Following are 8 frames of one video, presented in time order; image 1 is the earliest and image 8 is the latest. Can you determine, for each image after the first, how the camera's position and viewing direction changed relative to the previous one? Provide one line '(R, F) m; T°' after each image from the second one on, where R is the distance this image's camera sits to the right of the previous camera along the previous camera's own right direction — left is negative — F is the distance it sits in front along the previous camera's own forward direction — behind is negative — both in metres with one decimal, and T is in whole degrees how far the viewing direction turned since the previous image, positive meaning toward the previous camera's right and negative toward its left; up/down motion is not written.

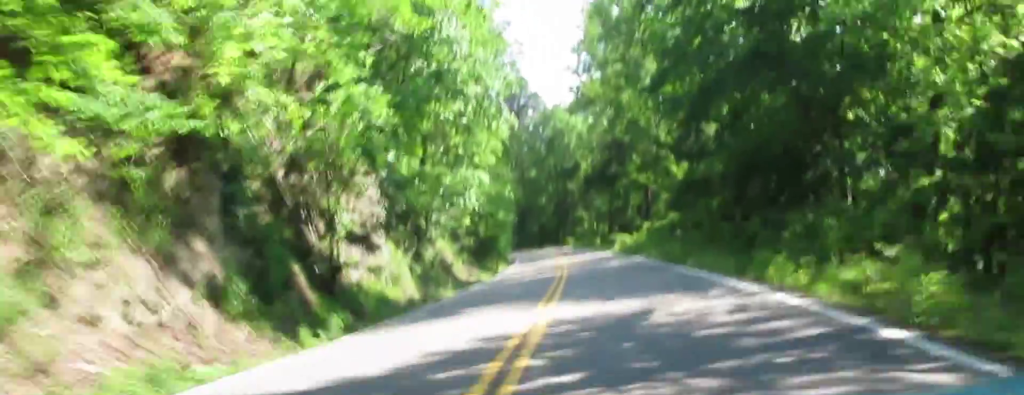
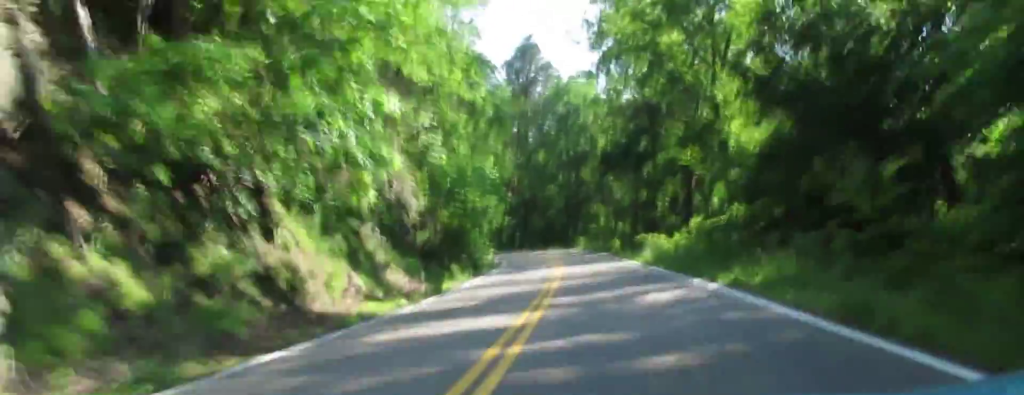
(+0.1, +17.2) m; +1°
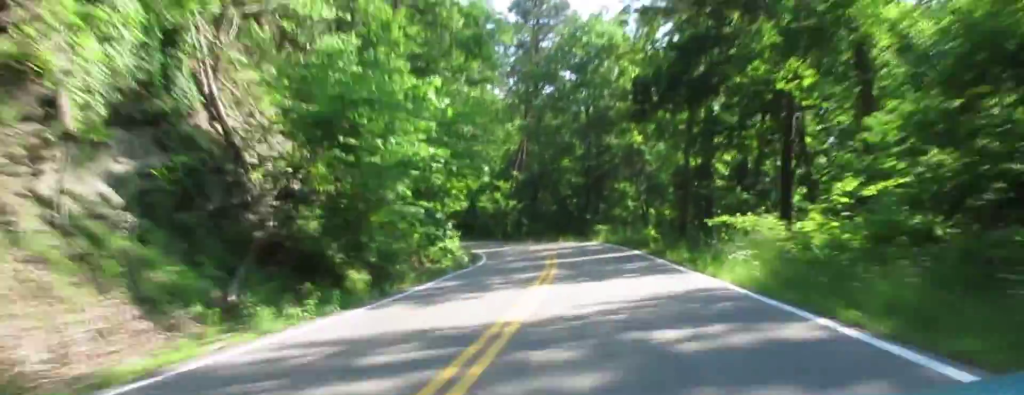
(+0.3, +20.1) m; 0°
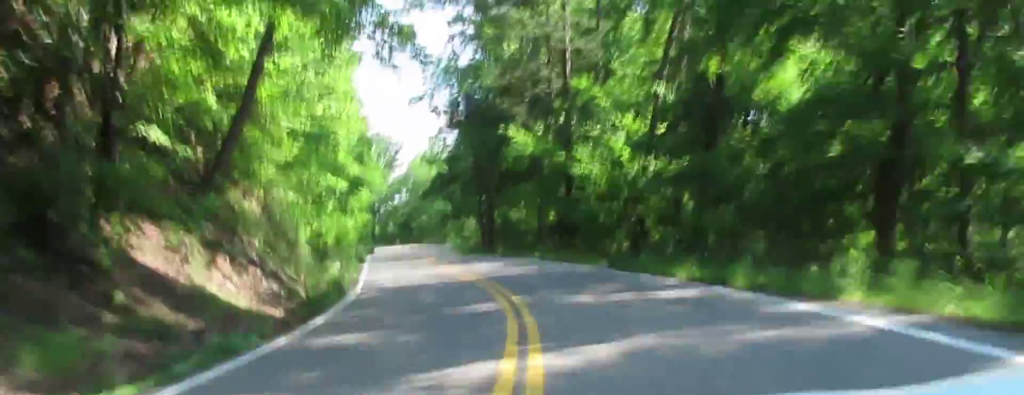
(-4.3, +68.4) m; -8°
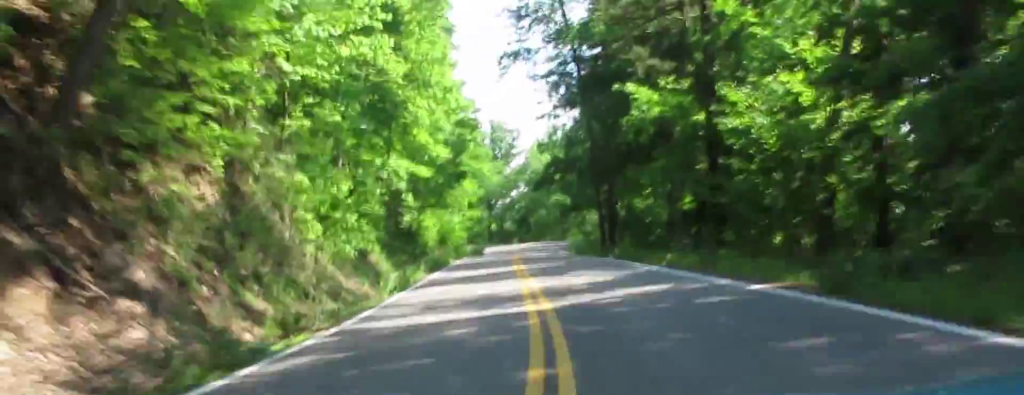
(-0.4, +20.1) m; -4°
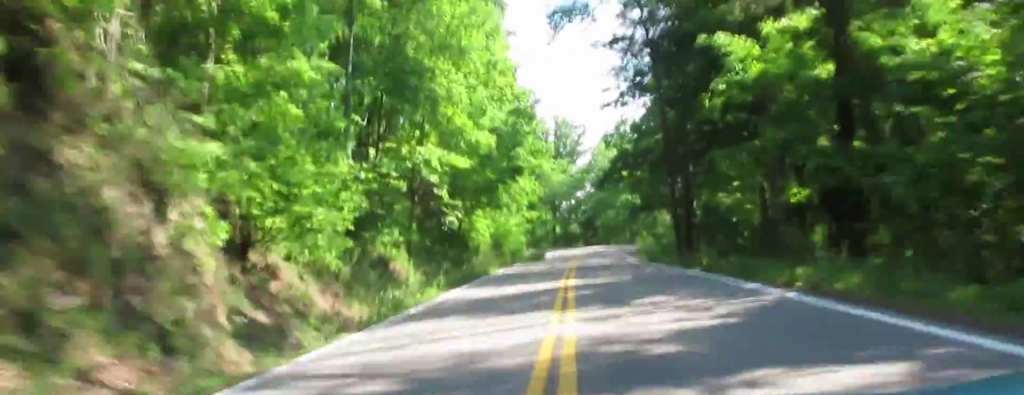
(+0.3, +15.4) m; -4°
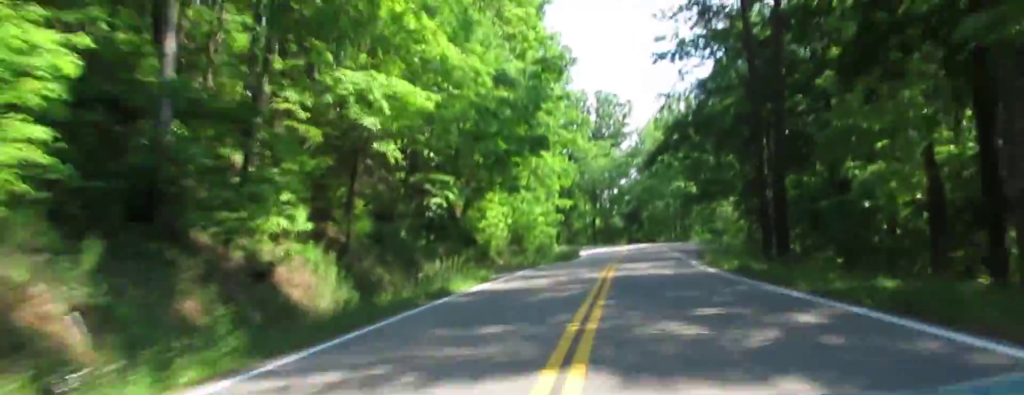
(-2.2, +25.5) m; -6°
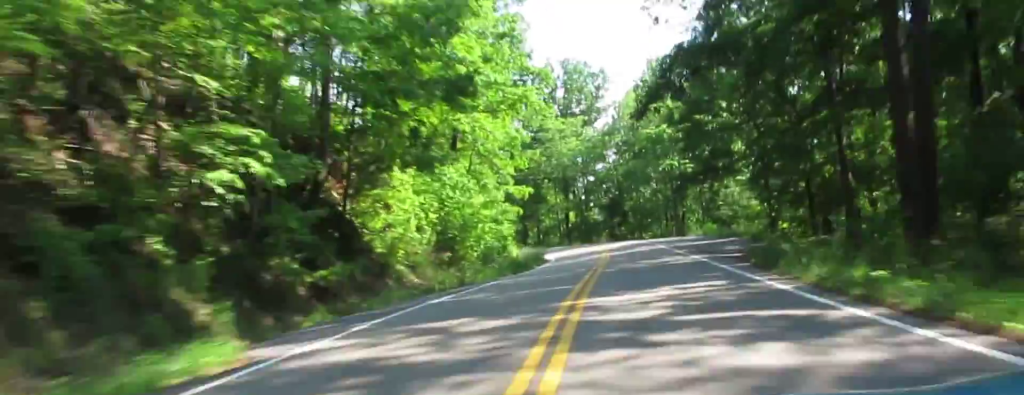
(-1.3, +27.4) m; -2°
